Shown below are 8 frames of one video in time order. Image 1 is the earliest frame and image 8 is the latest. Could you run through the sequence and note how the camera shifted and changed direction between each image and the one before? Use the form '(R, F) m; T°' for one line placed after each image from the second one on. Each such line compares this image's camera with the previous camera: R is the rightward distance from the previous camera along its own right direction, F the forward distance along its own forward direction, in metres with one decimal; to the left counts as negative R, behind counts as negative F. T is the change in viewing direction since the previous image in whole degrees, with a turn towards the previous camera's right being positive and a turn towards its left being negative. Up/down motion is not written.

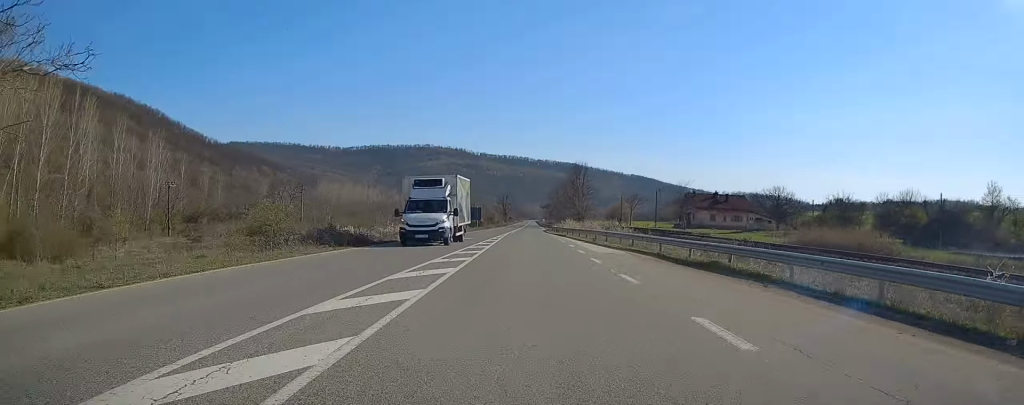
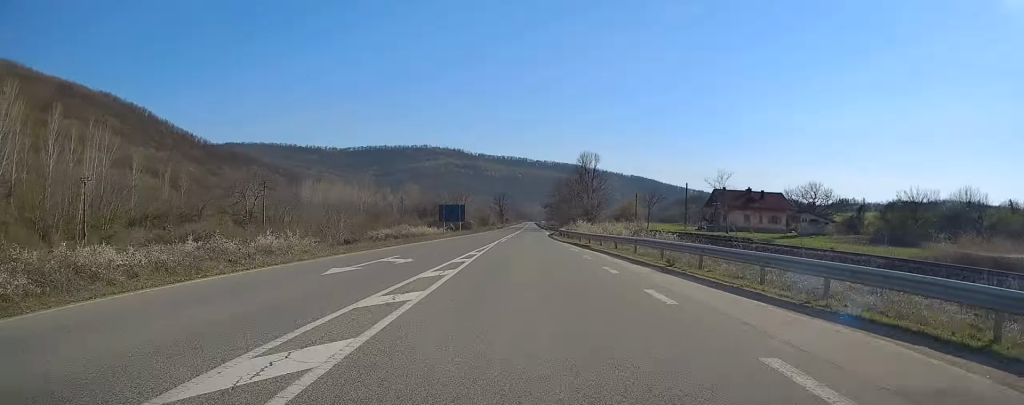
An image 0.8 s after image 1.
(-0.1, +20.3) m; 0°
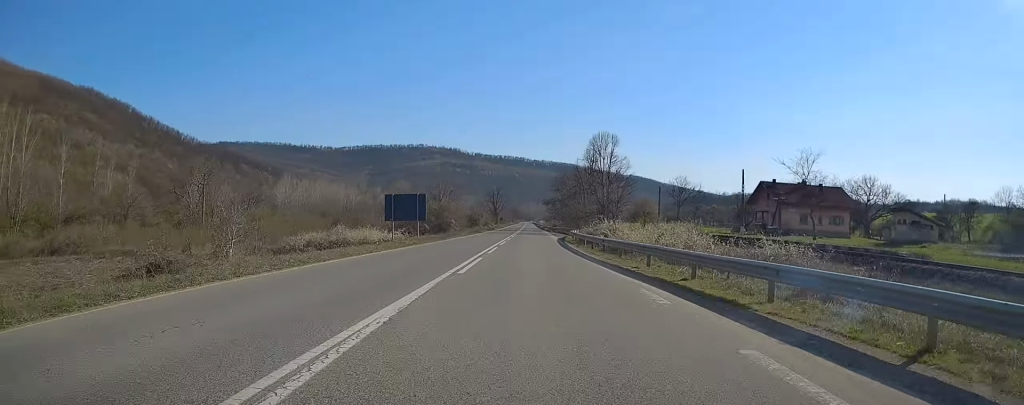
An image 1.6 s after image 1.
(+0.1, +23.0) m; 0°
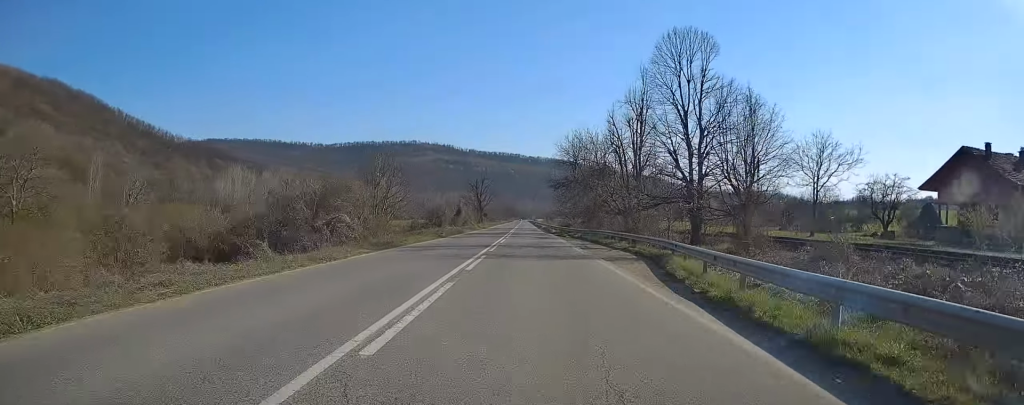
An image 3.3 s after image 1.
(0.0, +44.1) m; +1°
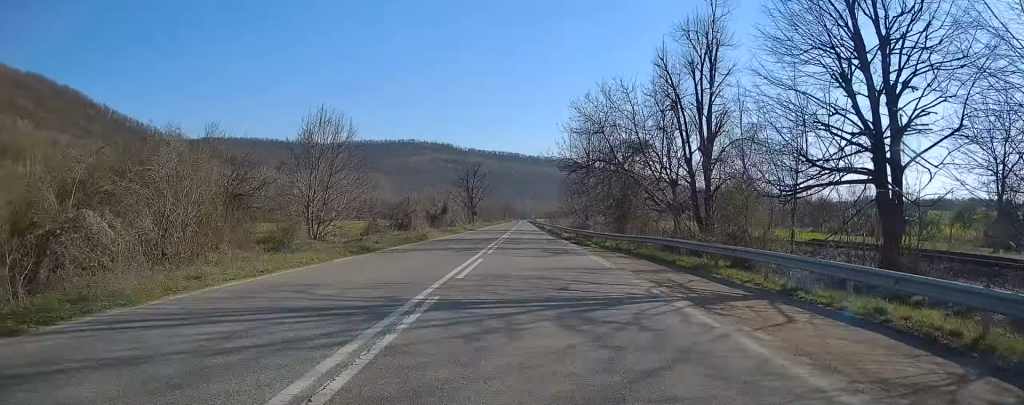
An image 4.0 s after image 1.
(+0.1, +20.1) m; 0°
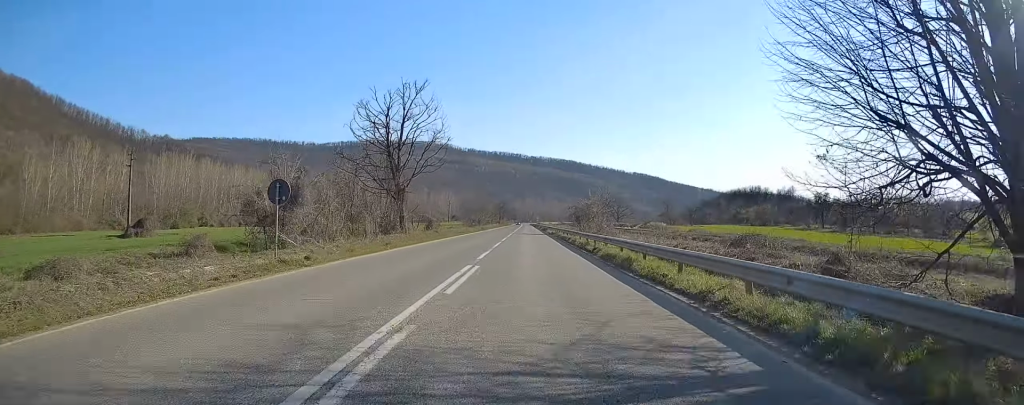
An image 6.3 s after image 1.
(-0.2, +65.0) m; 0°
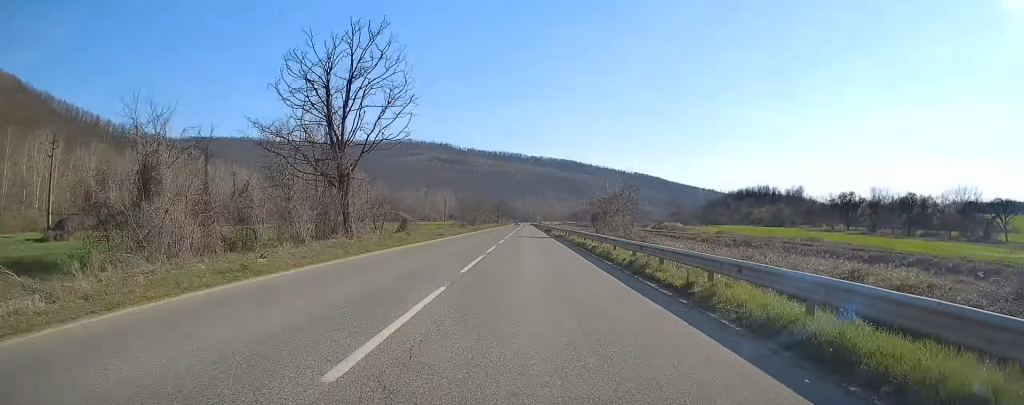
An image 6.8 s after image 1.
(0.0, +14.1) m; 0°
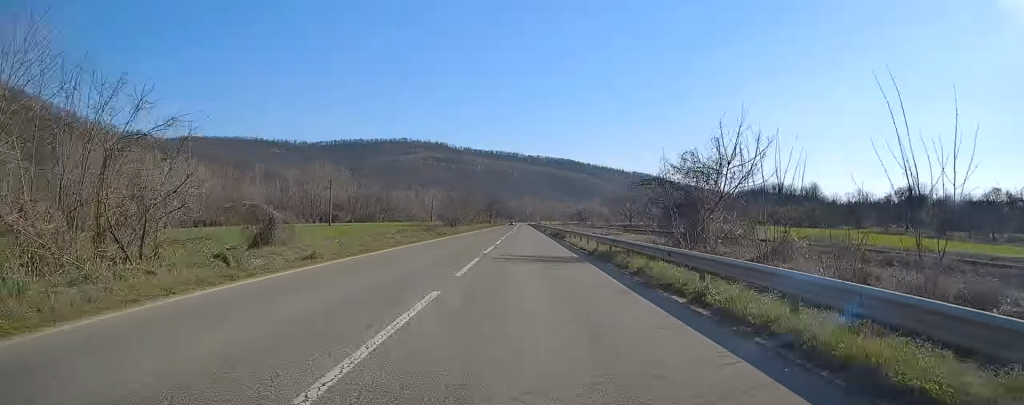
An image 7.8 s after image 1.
(+0.1, +27.4) m; 0°
